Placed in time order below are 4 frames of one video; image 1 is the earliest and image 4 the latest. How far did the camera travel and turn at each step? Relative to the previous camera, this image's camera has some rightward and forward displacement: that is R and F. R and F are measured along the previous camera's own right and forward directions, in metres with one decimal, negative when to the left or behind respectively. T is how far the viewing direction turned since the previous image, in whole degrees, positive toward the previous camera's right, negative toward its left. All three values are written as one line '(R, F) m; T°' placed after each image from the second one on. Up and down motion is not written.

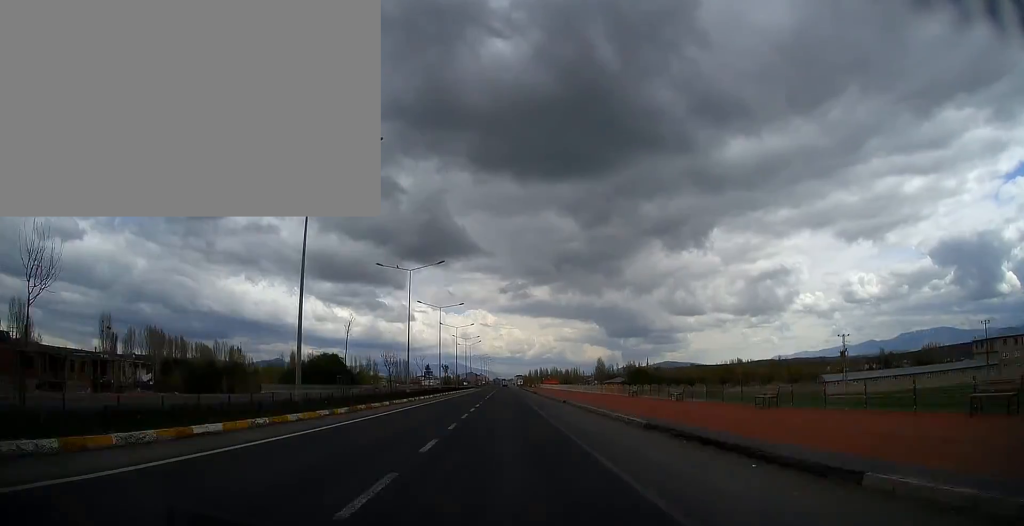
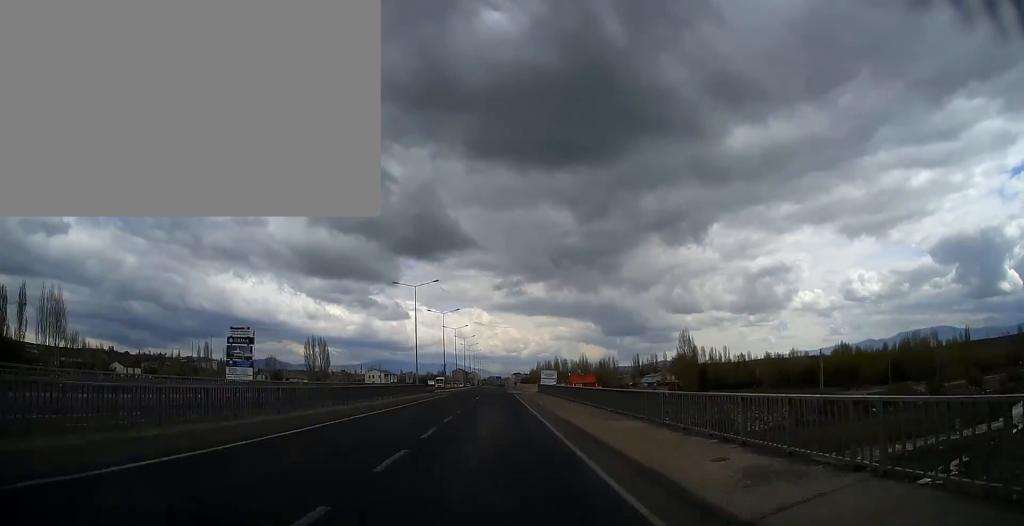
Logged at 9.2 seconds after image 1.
(0.0, +189.9) m; 0°
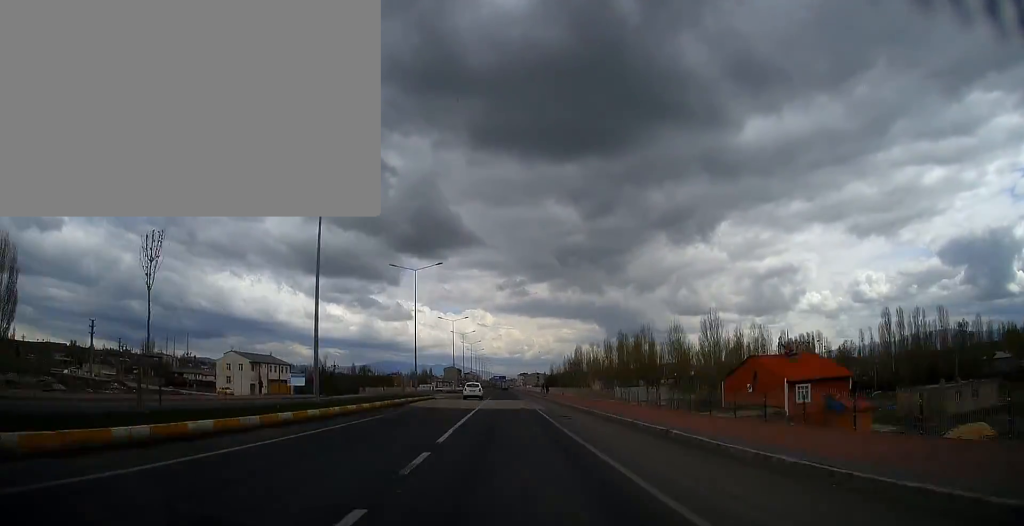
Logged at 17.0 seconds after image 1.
(0.0, +164.6) m; 0°
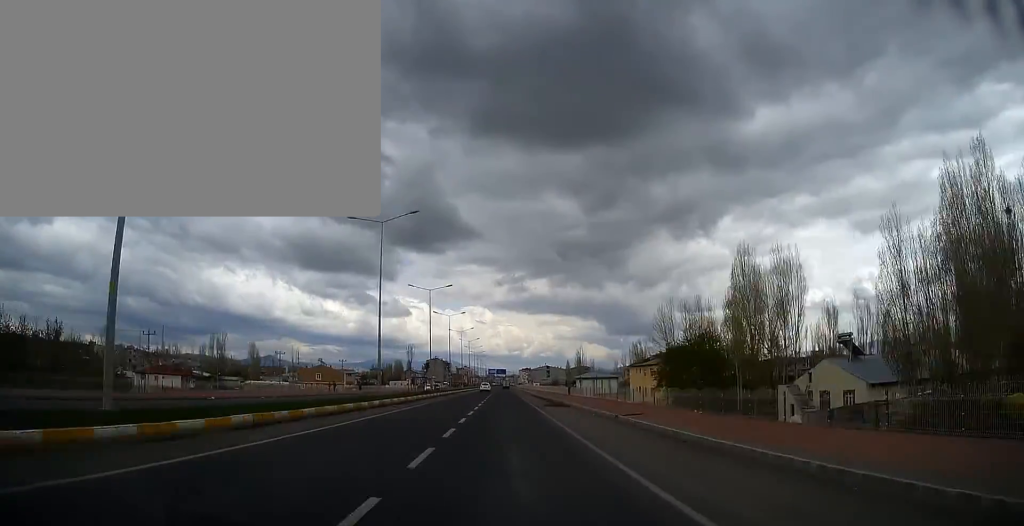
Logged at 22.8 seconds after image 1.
(-0.2, +124.1) m; 0°
